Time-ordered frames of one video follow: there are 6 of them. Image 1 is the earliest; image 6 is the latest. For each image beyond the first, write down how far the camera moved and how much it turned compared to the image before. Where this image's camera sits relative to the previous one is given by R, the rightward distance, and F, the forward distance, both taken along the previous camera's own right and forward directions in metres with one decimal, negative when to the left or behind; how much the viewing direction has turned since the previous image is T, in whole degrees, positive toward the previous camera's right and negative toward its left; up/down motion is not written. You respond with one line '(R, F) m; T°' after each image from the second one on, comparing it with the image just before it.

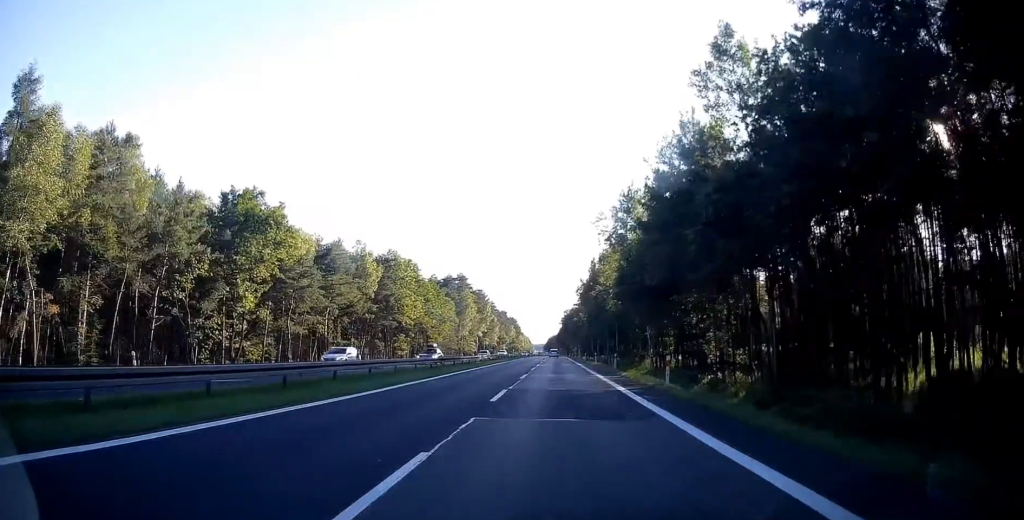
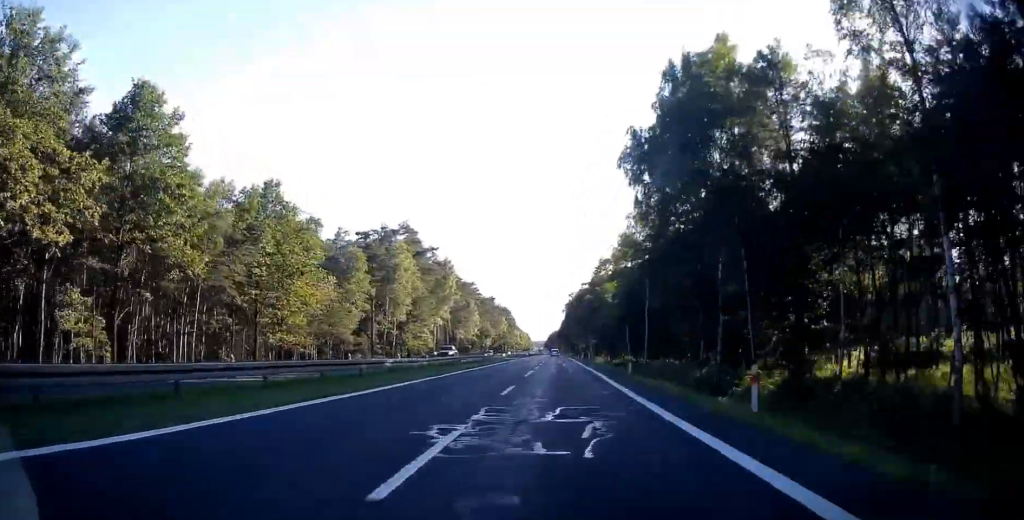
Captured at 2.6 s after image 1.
(0.0, +69.8) m; -1°
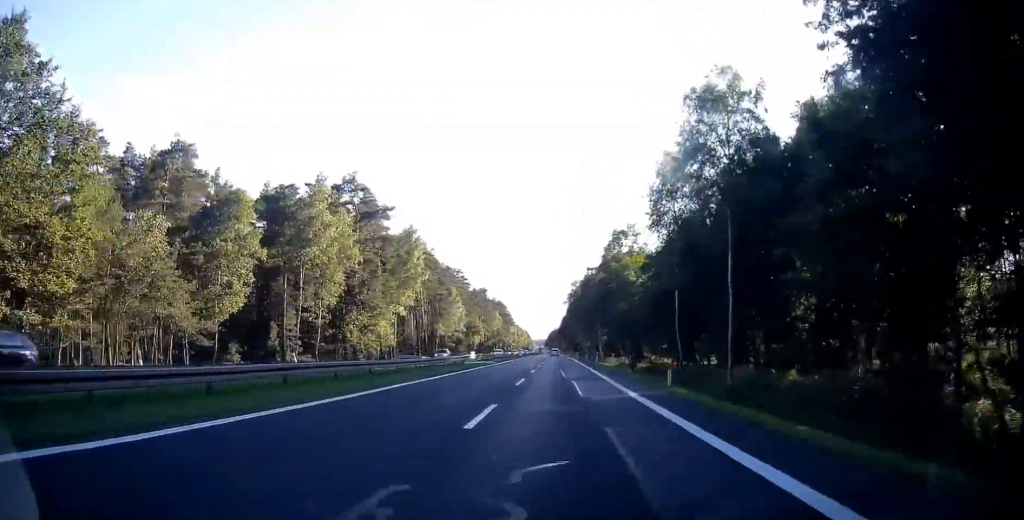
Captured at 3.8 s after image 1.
(-0.5, +31.1) m; 0°
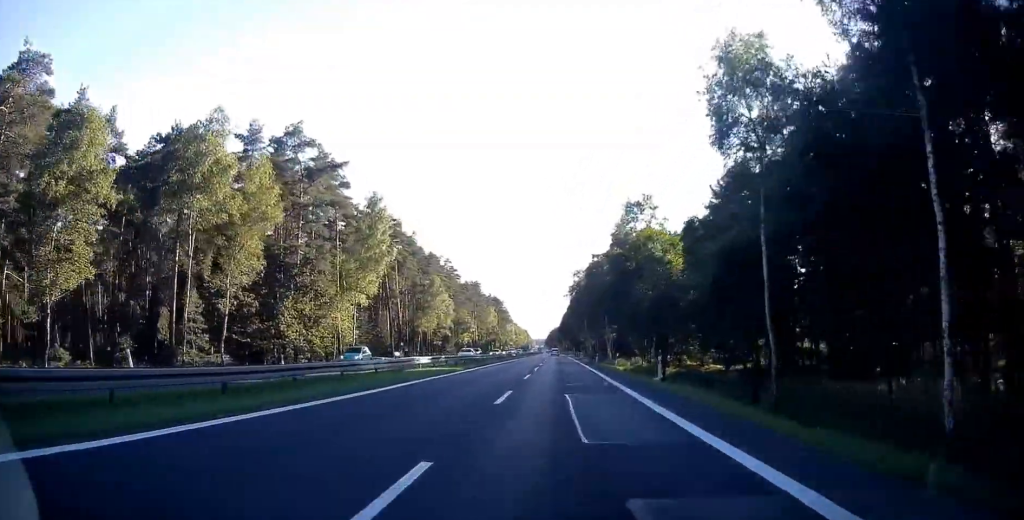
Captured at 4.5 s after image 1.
(+0.4, +19.5) m; +1°
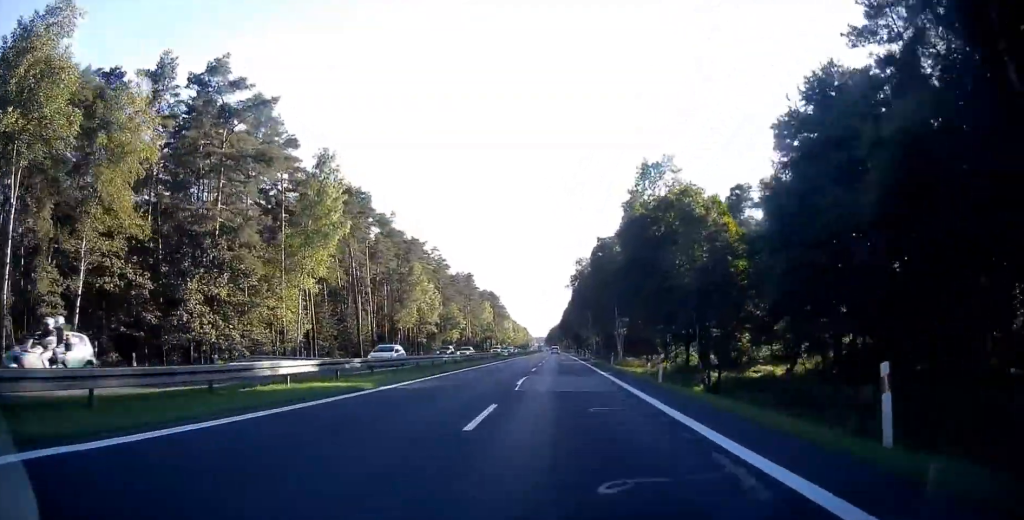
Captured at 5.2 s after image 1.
(0.0, +16.7) m; 0°
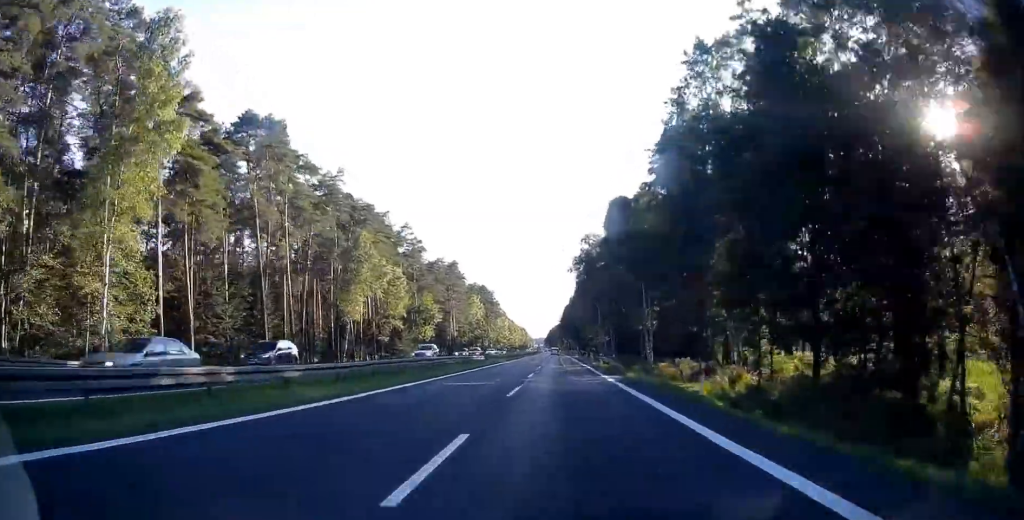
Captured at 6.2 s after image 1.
(-0.1, +28.1) m; -1°
